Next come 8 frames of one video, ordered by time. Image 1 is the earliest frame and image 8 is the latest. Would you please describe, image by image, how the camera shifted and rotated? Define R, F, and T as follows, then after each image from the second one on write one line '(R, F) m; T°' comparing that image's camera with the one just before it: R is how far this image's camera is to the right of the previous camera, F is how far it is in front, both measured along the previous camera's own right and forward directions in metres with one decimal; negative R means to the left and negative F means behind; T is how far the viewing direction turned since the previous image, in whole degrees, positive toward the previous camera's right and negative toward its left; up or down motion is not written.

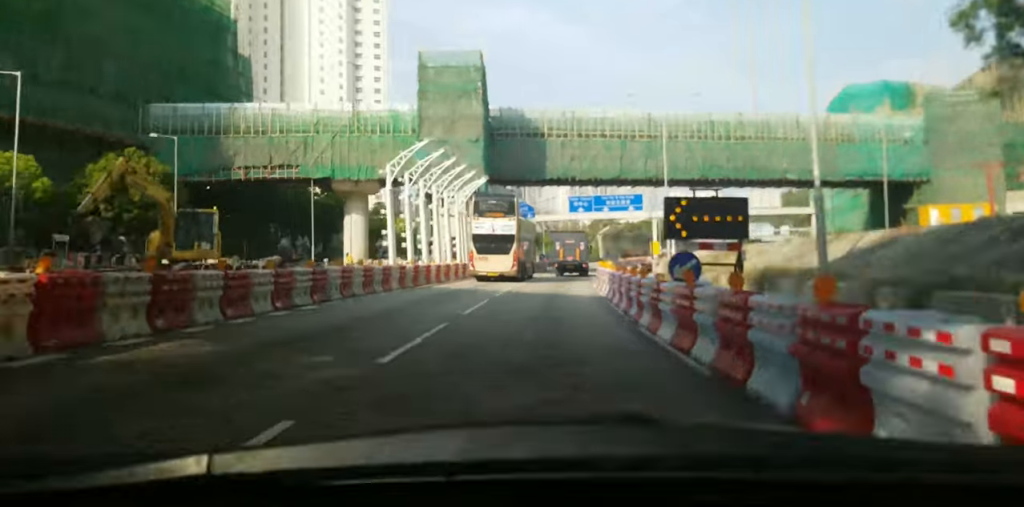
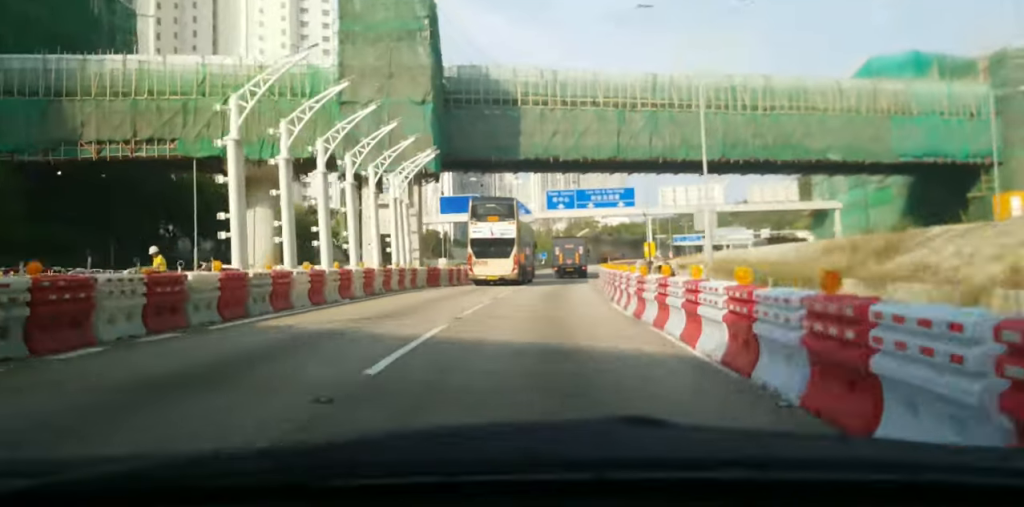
(+0.2, +19.4) m; +3°
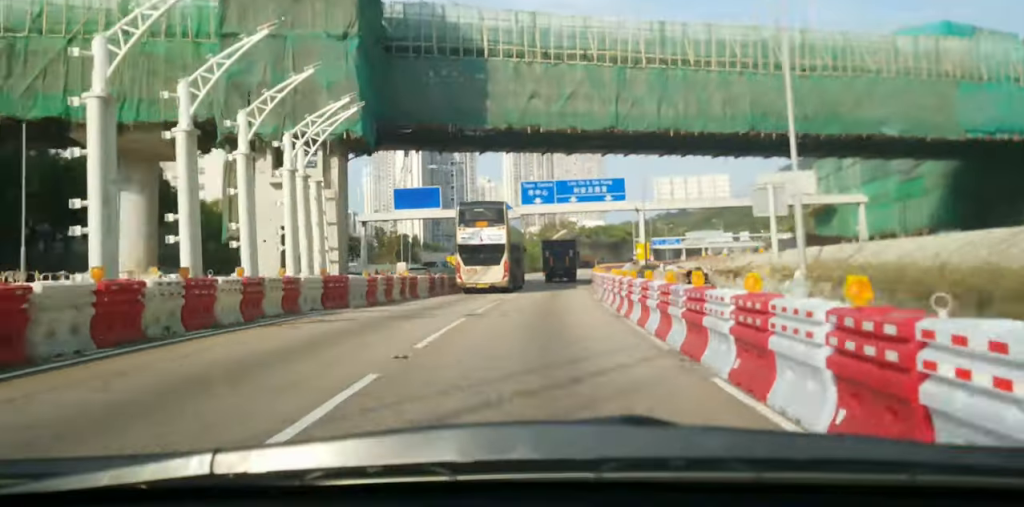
(+0.5, +14.1) m; +1°
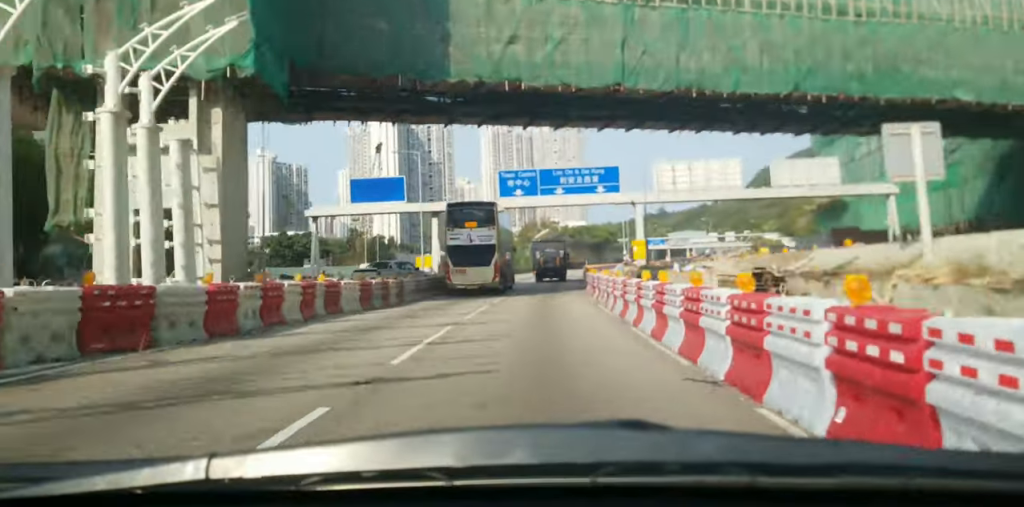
(+0.1, +11.4) m; +1°
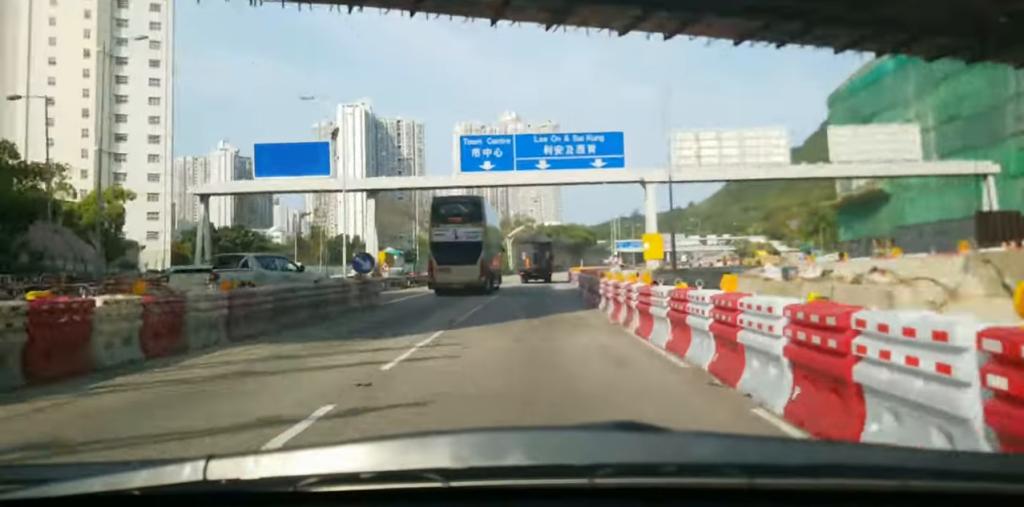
(0.0, +18.5) m; 0°
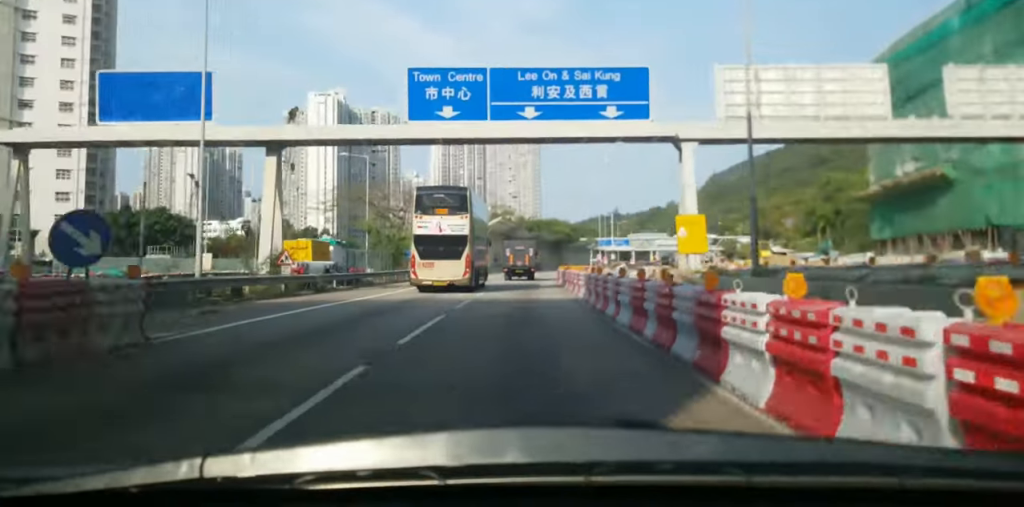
(0.0, +15.9) m; +2°
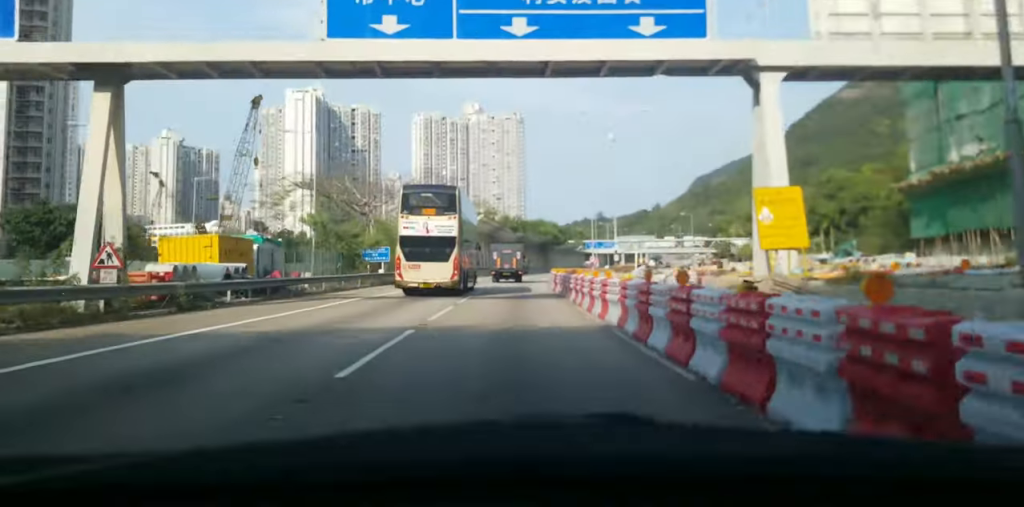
(+0.2, +12.4) m; +1°
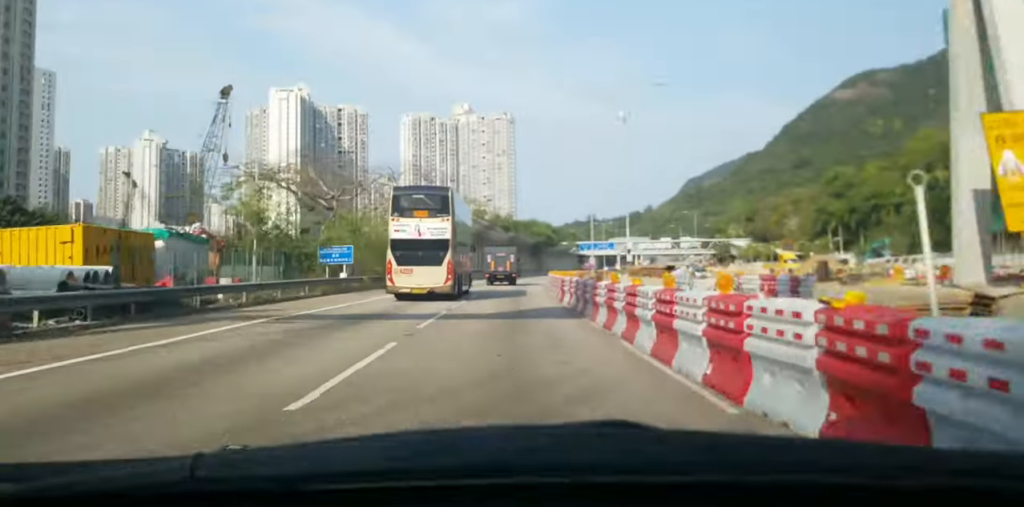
(+0.4, +10.7) m; +1°
